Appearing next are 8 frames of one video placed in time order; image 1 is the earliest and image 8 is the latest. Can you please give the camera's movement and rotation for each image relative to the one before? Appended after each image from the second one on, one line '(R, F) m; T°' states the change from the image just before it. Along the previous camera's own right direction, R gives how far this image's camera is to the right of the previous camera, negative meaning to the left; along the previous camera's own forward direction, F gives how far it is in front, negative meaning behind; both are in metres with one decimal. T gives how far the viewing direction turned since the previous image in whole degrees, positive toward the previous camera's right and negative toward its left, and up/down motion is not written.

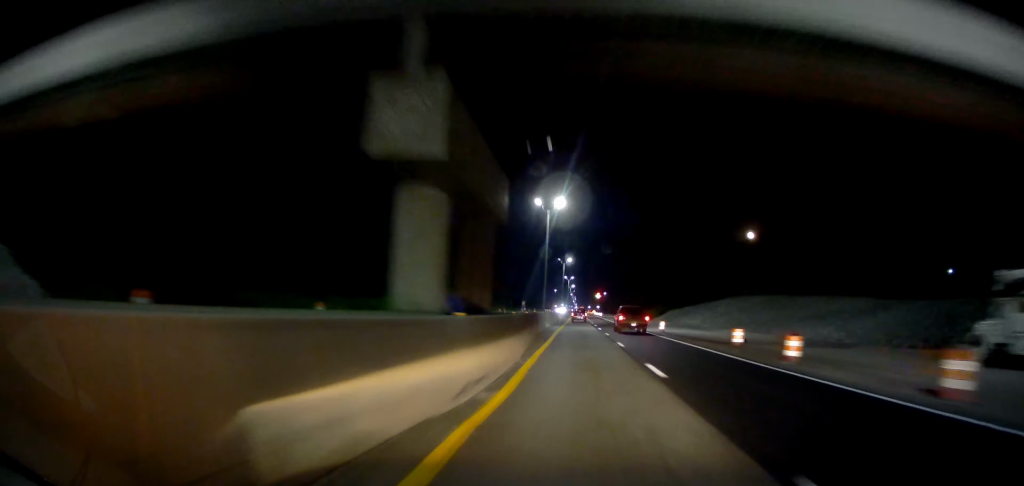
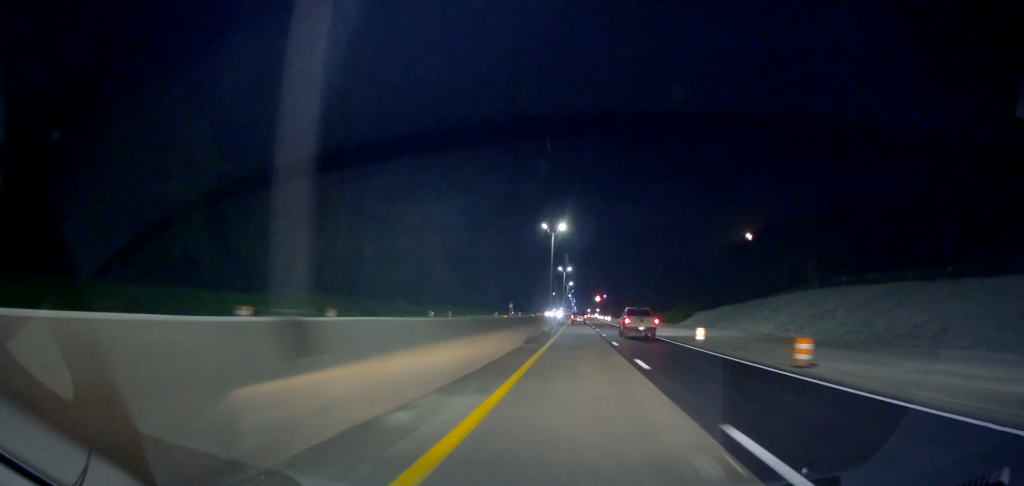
(+0.4, +45.7) m; +1°
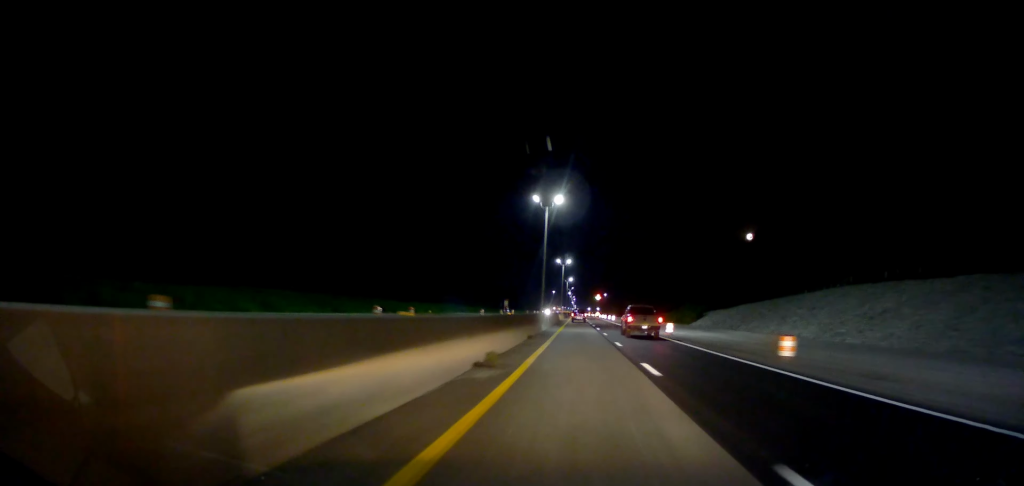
(0.0, +14.6) m; 0°
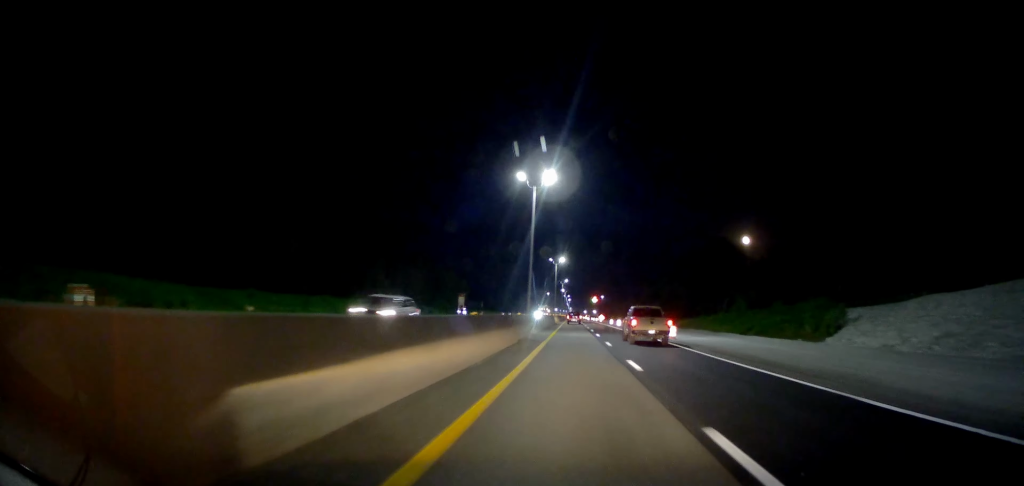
(0.0, +70.6) m; 0°
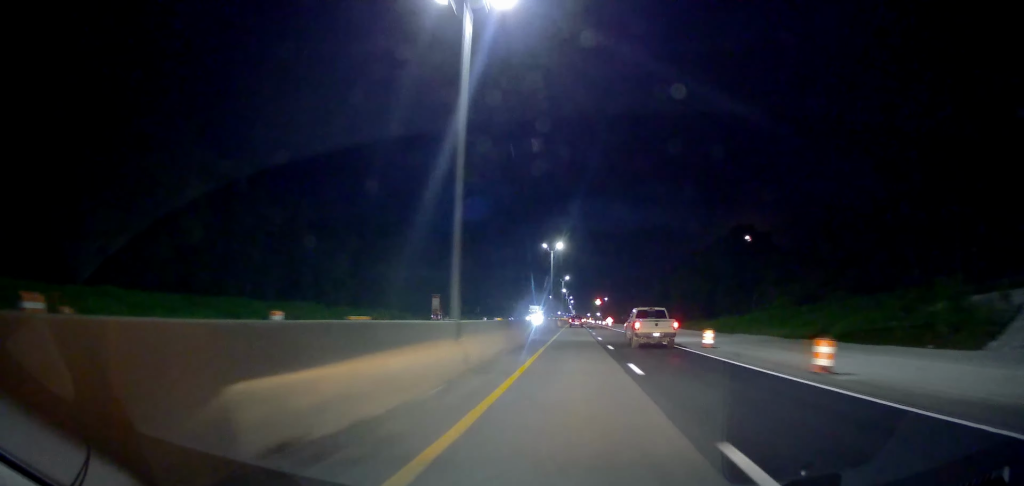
(-0.1, +24.8) m; -1°
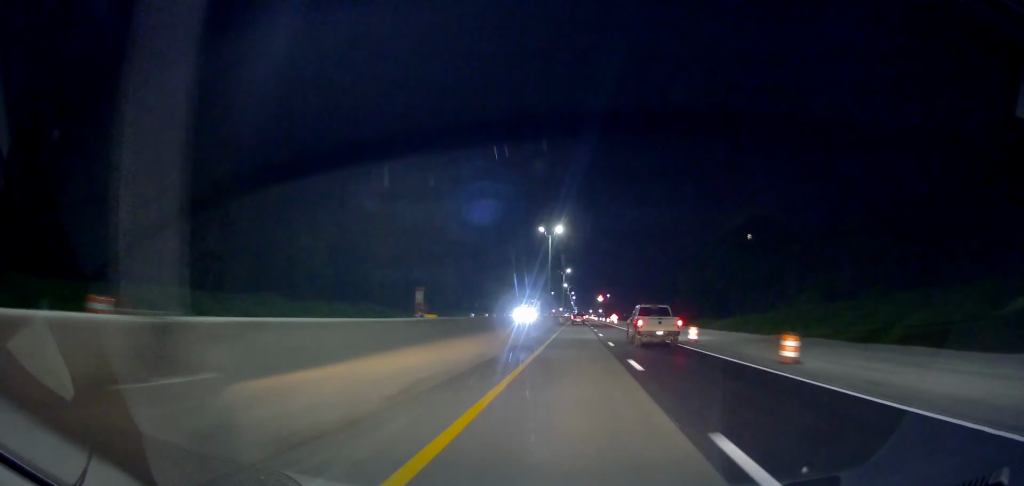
(-0.2, +11.5) m; 0°
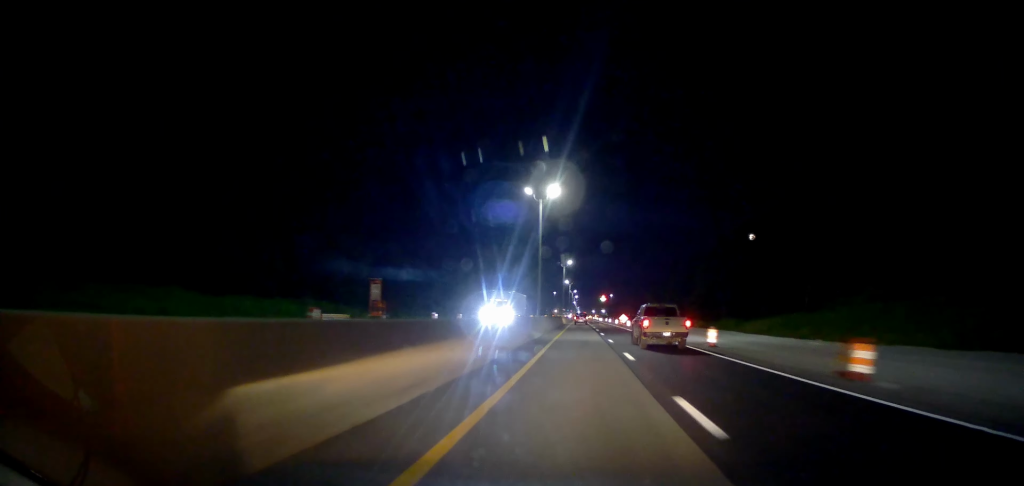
(+0.1, +20.5) m; +1°
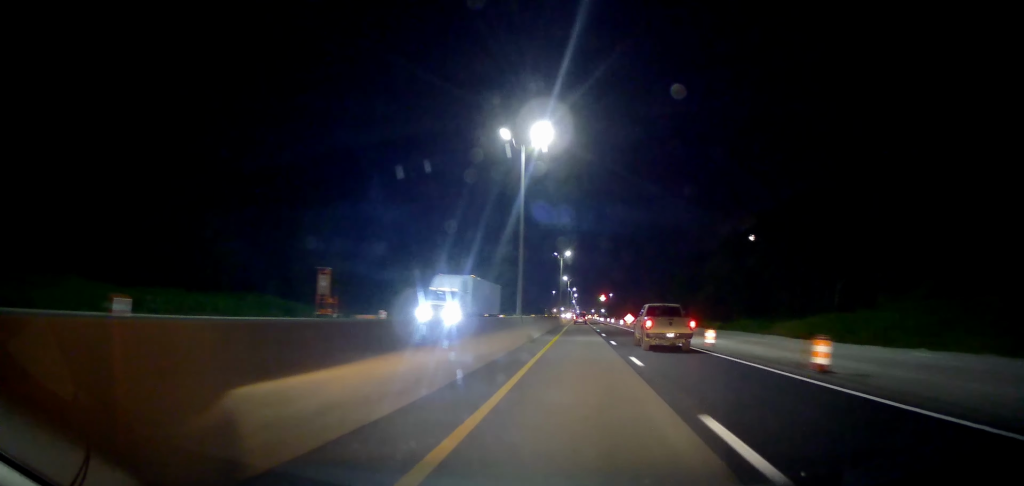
(+0.2, +14.3) m; +1°
